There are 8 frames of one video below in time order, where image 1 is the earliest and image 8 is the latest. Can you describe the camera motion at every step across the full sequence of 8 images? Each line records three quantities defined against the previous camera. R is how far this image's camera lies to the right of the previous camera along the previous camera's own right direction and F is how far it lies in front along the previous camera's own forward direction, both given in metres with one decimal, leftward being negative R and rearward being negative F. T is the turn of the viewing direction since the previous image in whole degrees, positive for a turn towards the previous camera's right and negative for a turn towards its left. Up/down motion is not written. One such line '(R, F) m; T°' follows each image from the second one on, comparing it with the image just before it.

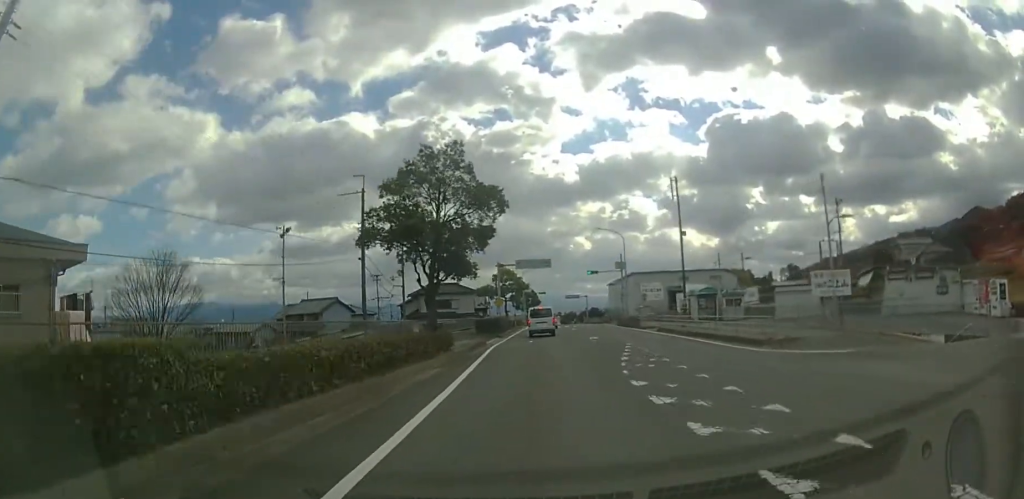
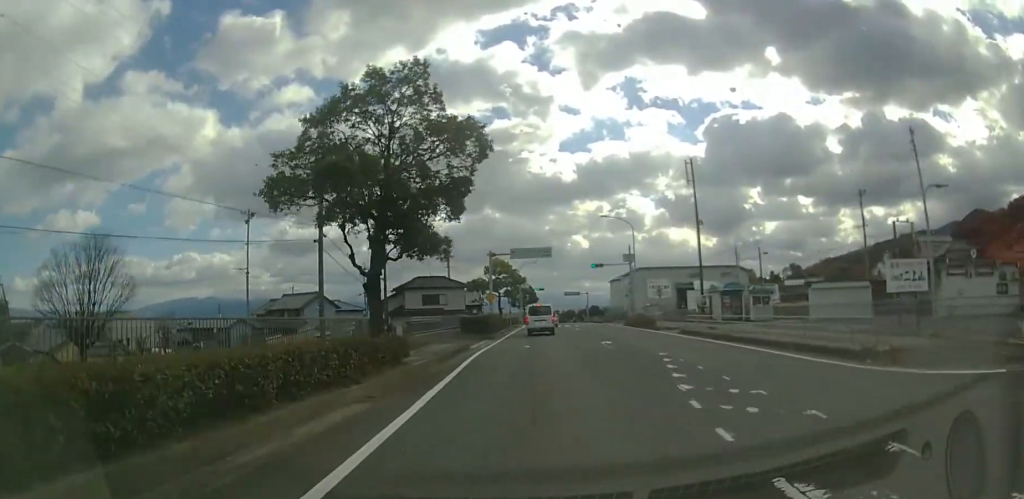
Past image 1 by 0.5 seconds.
(0.0, +6.6) m; 0°
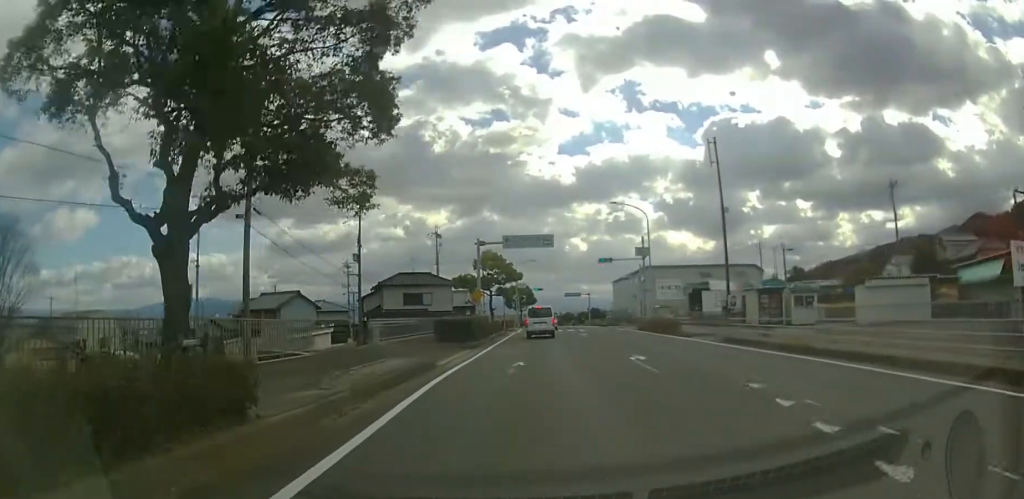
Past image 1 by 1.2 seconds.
(0.0, +7.6) m; 0°
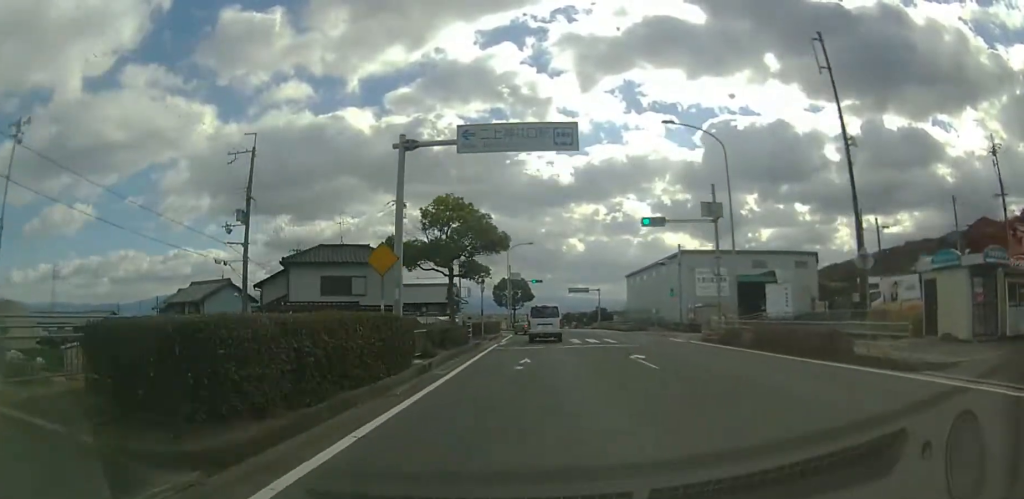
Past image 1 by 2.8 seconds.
(0.0, +20.1) m; 0°
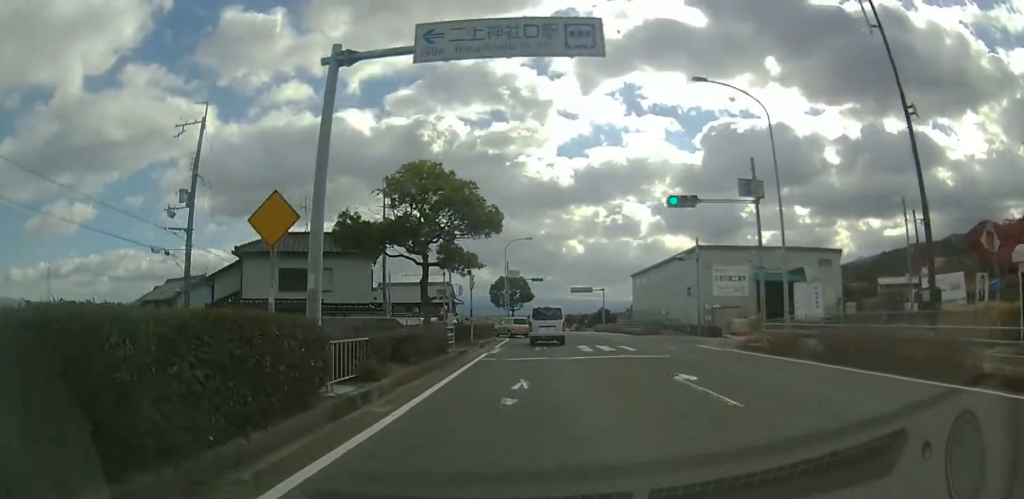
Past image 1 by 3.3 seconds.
(0.0, +5.9) m; 0°
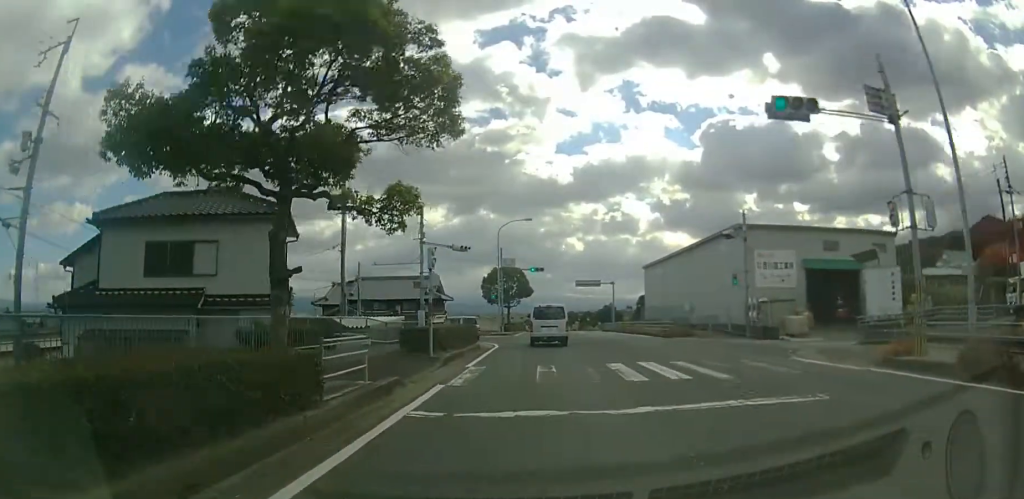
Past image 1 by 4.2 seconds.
(0.0, +10.6) m; 0°
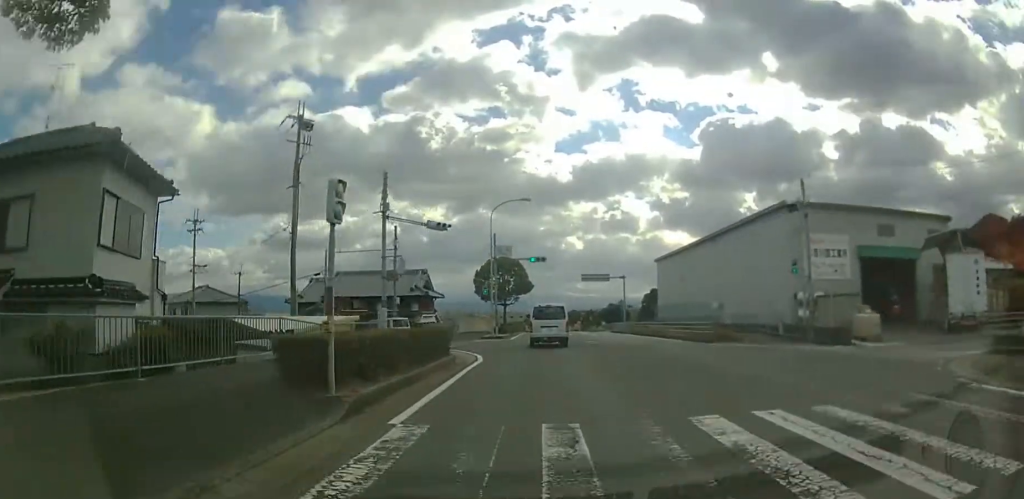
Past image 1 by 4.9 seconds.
(0.0, +8.0) m; 0°
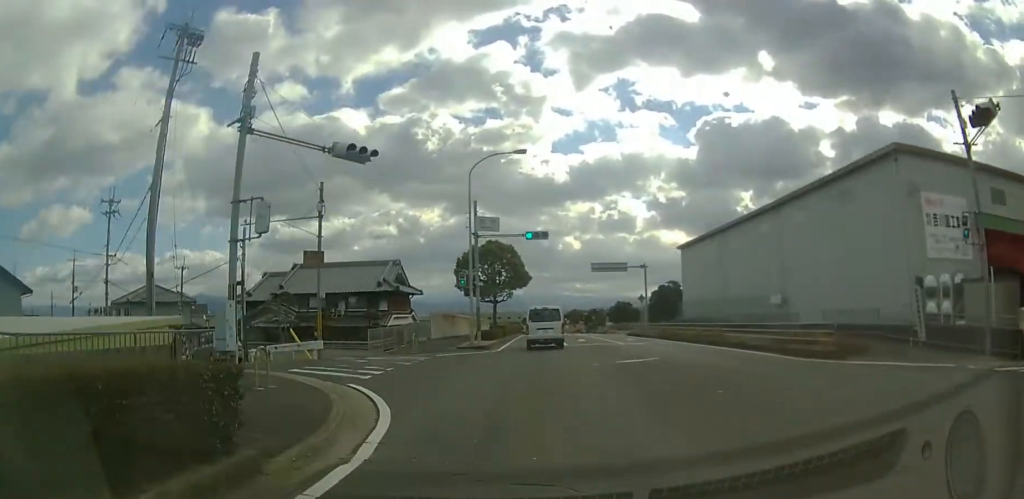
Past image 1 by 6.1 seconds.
(0.0, +12.6) m; 0°
